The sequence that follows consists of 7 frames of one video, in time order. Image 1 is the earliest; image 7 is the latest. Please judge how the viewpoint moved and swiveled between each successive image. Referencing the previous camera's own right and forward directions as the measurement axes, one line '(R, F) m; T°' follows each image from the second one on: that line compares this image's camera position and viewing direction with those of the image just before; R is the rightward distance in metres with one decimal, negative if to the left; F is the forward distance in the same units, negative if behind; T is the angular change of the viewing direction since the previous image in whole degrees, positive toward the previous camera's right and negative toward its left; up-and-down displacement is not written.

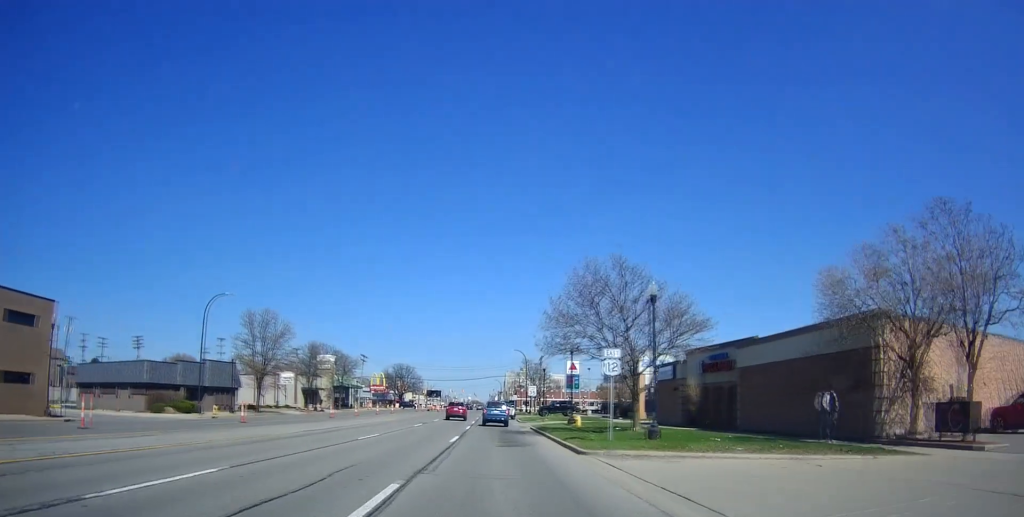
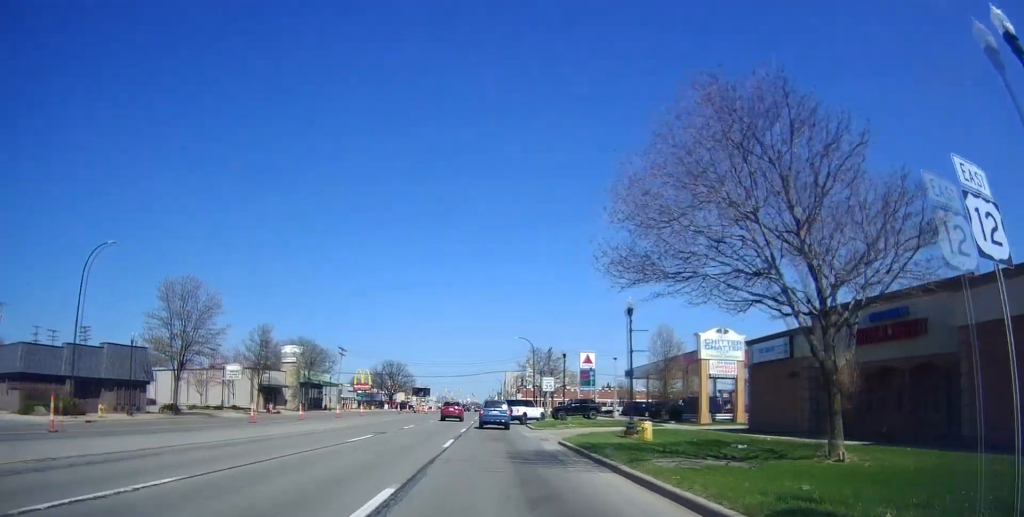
(+0.5, +16.8) m; +2°
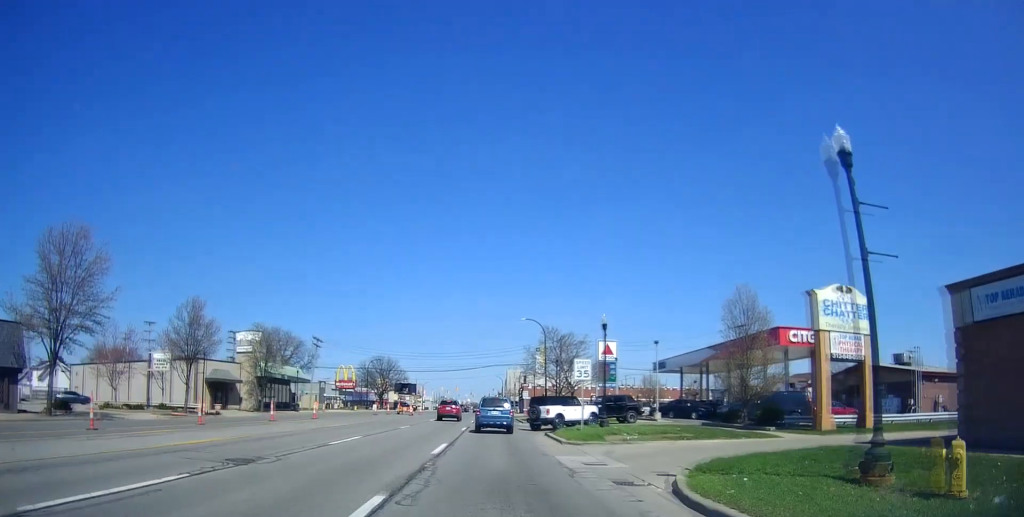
(-0.1, +15.5) m; -1°
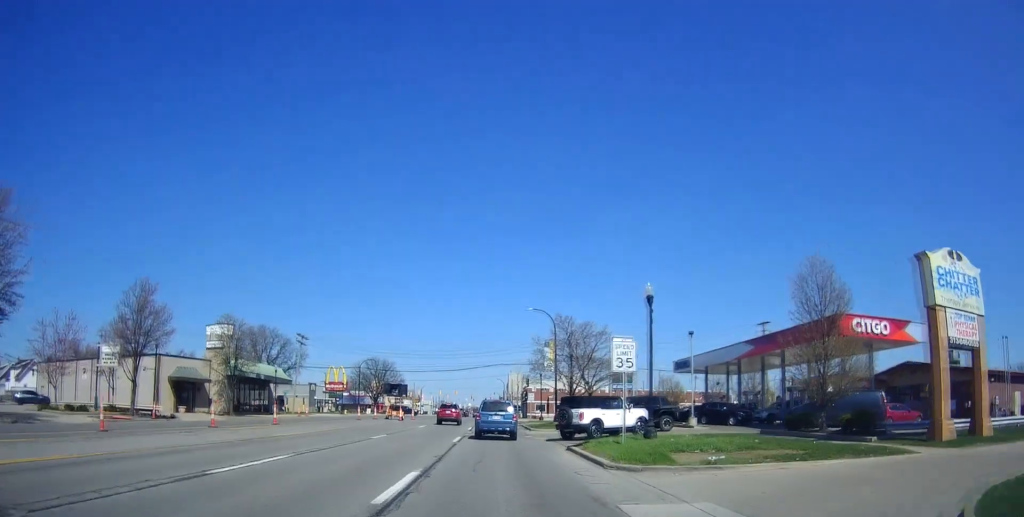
(-0.3, +8.5) m; +1°
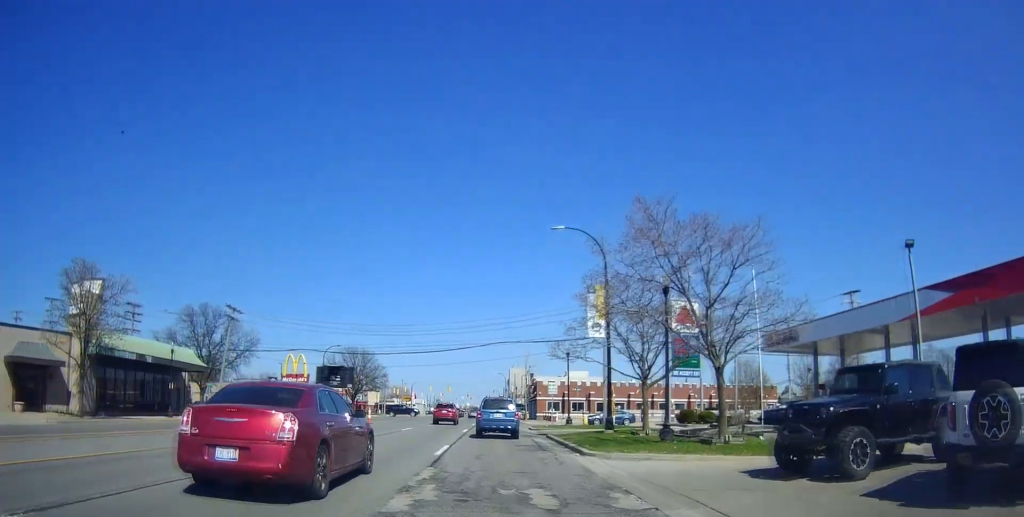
(0.0, +22.5) m; -1°
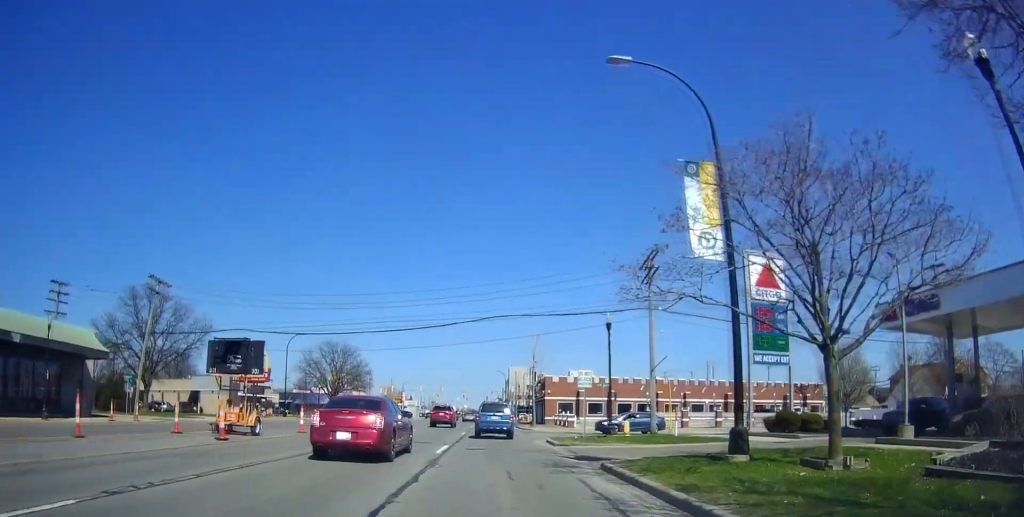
(+0.4, +14.0) m; +3°
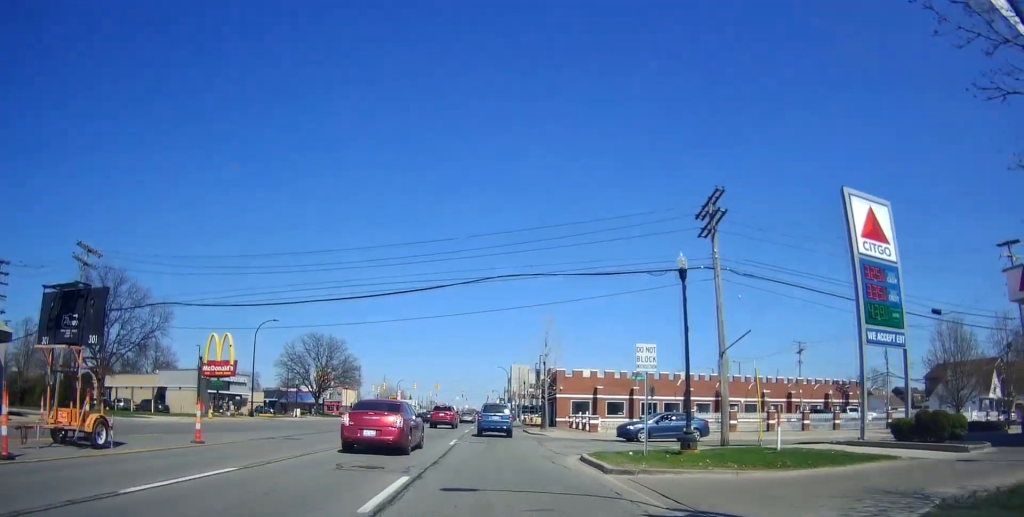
(+0.1, +9.5) m; -3°
